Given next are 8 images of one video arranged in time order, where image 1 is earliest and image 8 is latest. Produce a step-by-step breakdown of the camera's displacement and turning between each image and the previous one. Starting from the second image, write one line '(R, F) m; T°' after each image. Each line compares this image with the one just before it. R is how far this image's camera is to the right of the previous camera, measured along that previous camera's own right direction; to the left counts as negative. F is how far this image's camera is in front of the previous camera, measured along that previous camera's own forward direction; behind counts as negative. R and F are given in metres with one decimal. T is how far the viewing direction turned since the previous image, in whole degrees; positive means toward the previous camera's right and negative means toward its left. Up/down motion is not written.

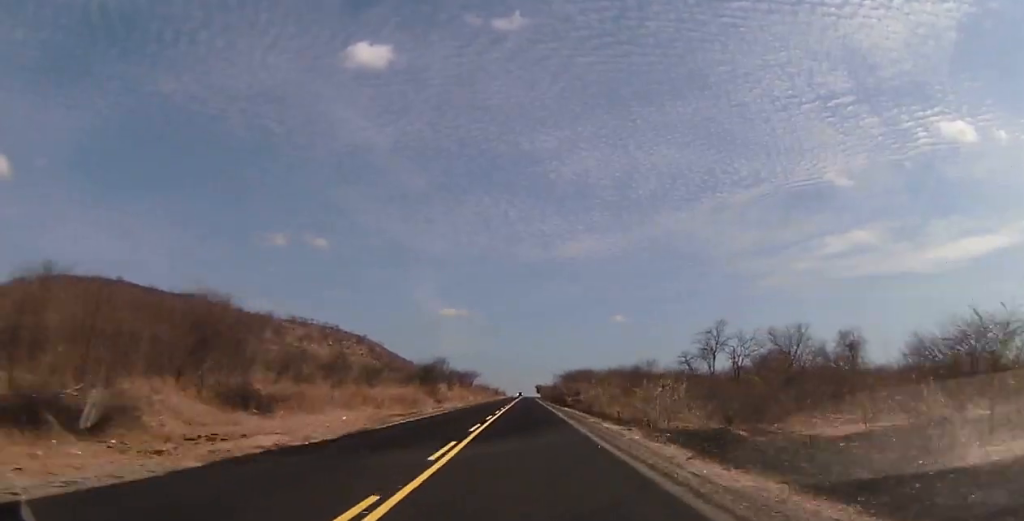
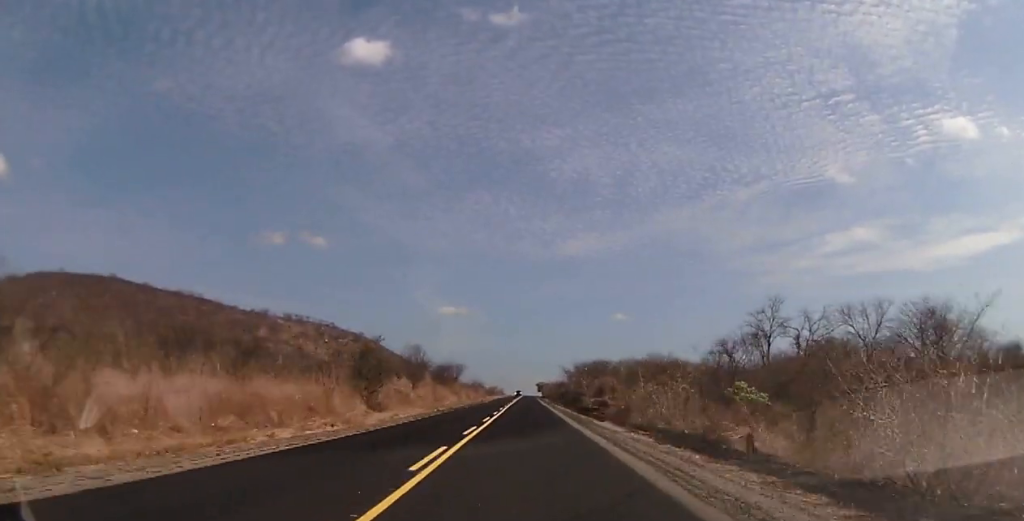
(-0.1, +27.2) m; 0°
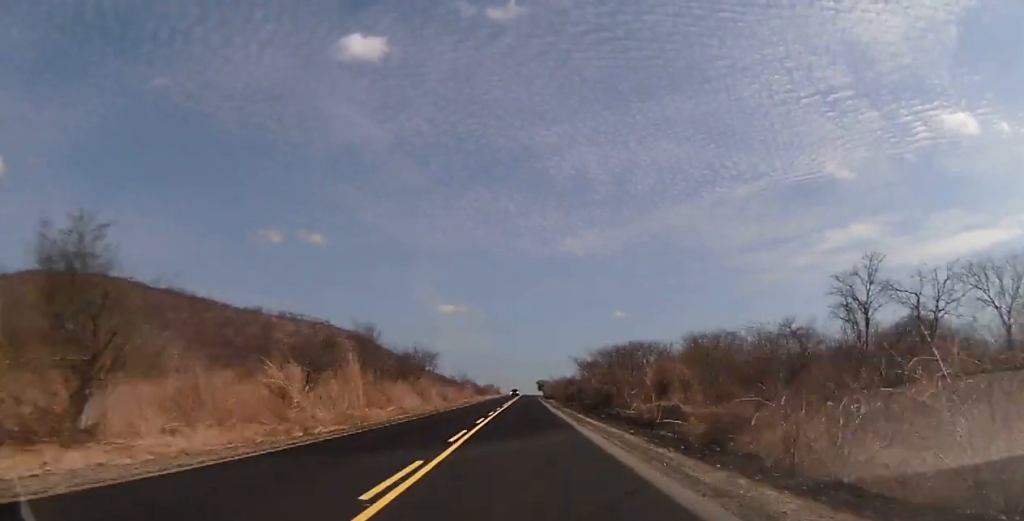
(0.0, +28.2) m; 0°
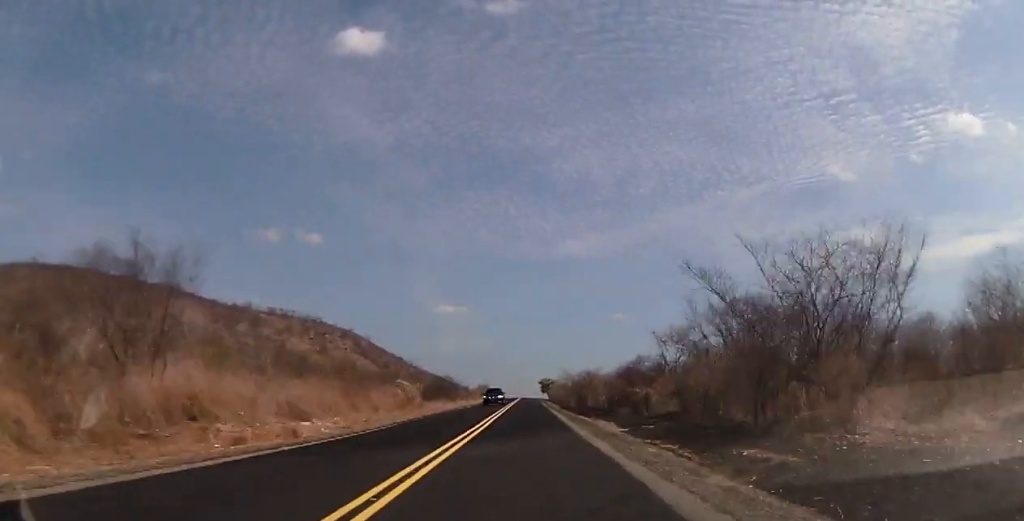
(-0.3, +58.3) m; -1°
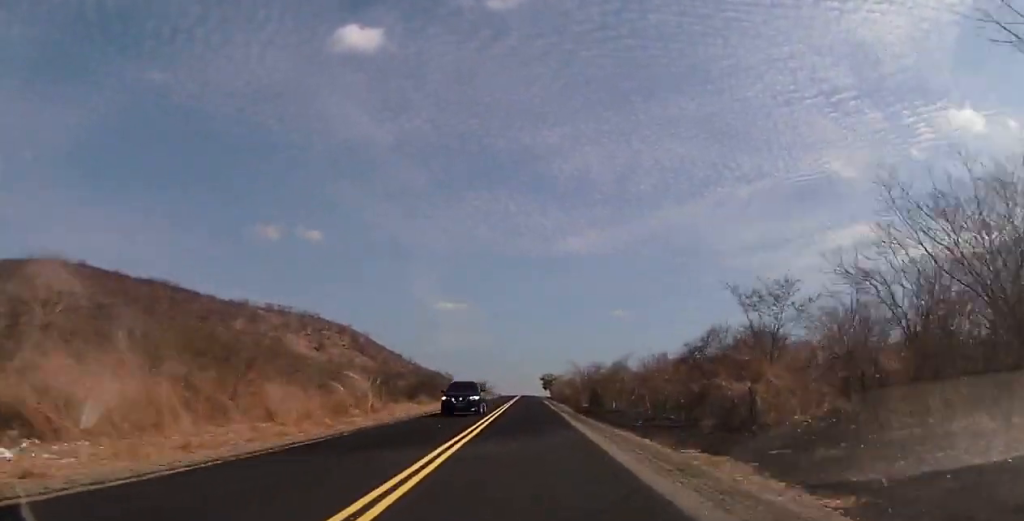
(+0.3, +16.7) m; 0°
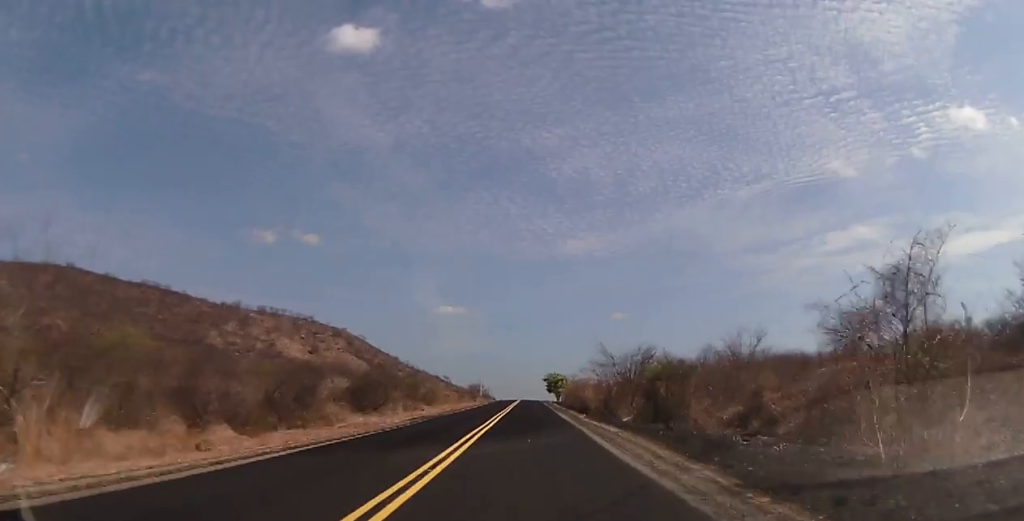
(+0.3, +33.3) m; 0°
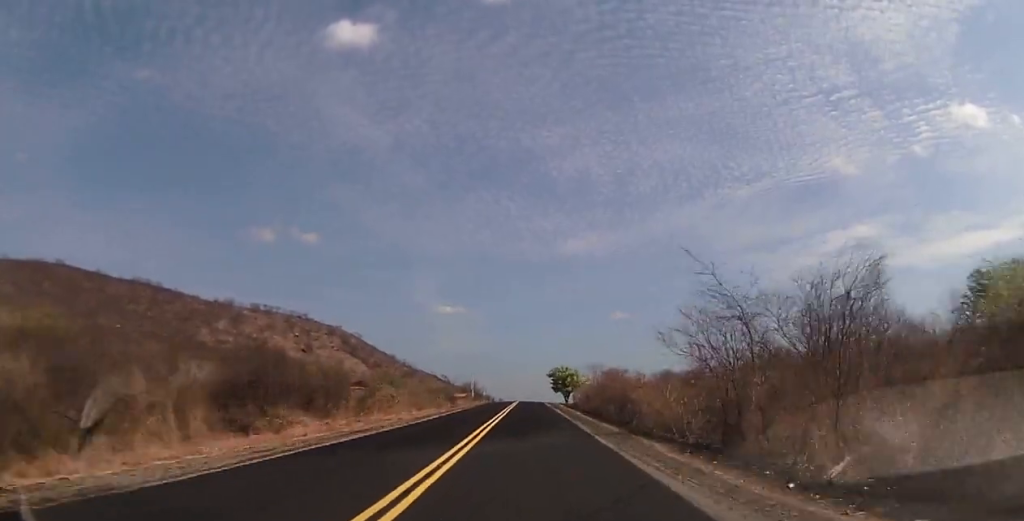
(-0.1, +32.1) m; 0°
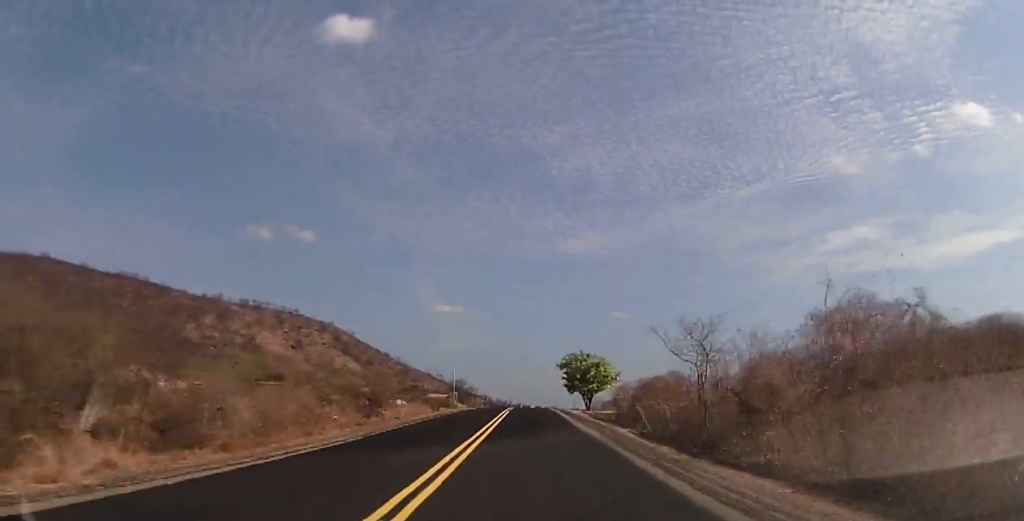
(-0.2, +43.1) m; -2°
